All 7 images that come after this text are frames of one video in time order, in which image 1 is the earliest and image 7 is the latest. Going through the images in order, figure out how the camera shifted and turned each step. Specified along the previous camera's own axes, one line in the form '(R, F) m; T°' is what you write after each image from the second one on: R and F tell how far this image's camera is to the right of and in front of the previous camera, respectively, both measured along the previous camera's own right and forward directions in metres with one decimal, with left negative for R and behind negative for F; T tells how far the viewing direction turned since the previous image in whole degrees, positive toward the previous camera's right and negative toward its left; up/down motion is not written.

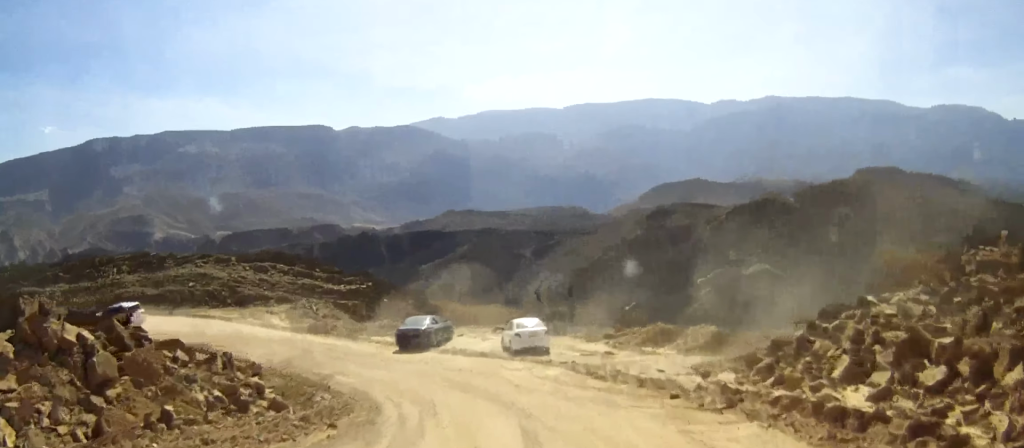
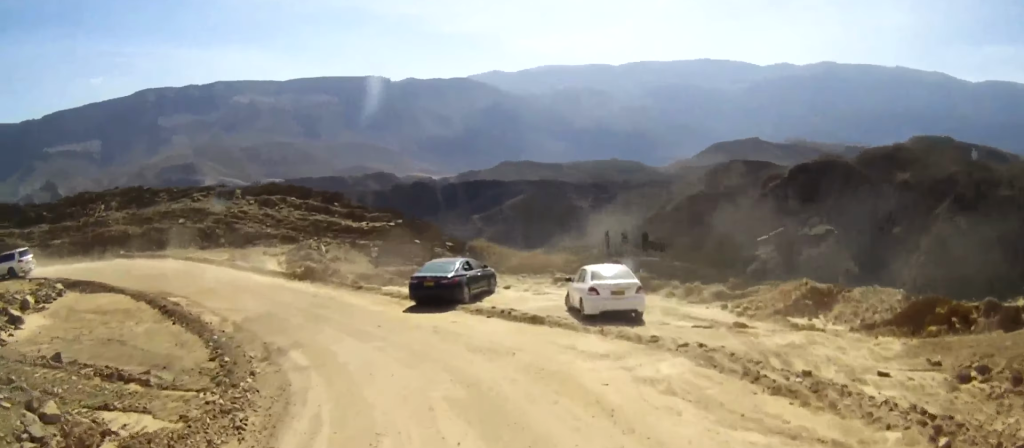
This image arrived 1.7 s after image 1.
(-0.1, +10.3) m; -5°
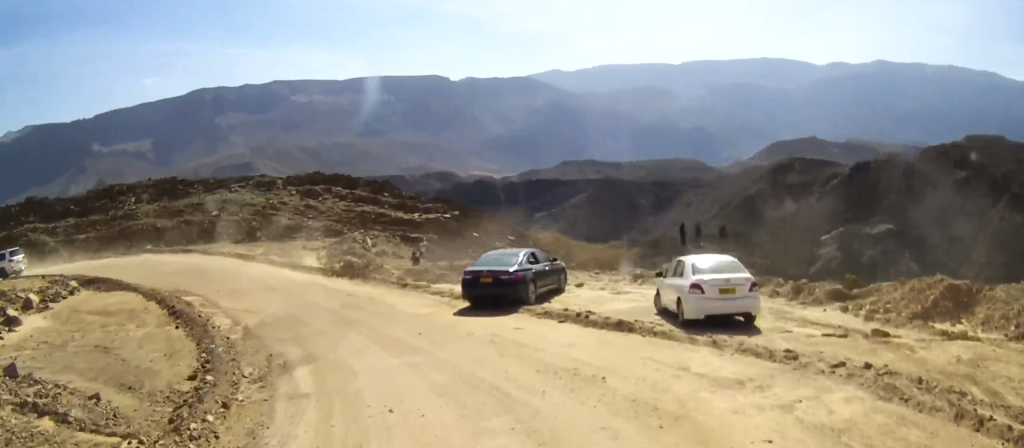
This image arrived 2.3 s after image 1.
(-0.2, +3.8) m; -4°
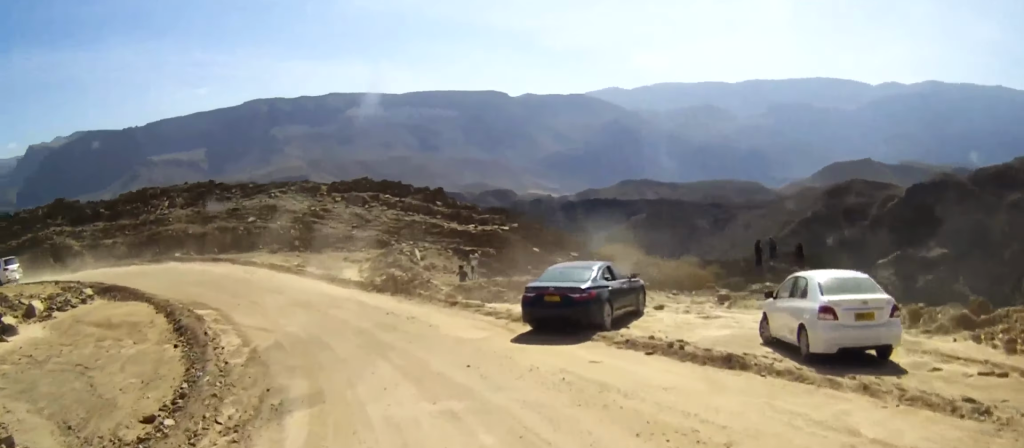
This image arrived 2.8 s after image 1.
(0.0, +3.4) m; -4°
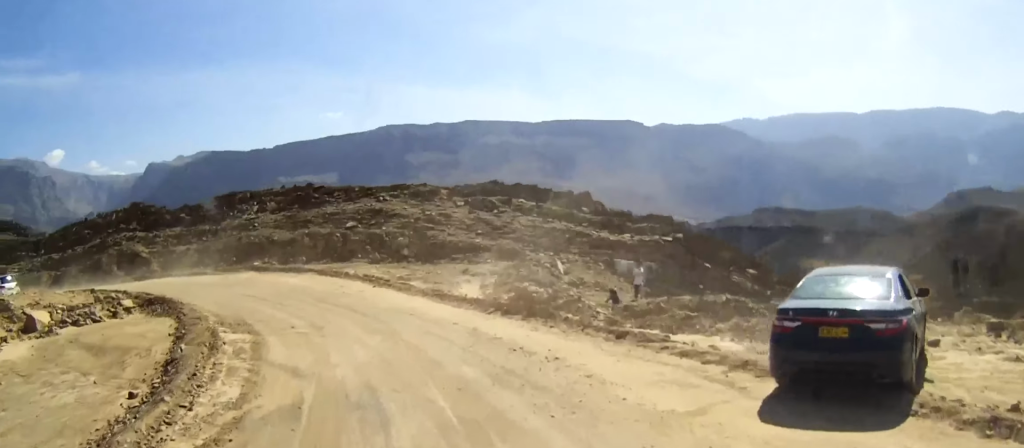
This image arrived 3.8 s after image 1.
(-0.5, +7.1) m; -10°
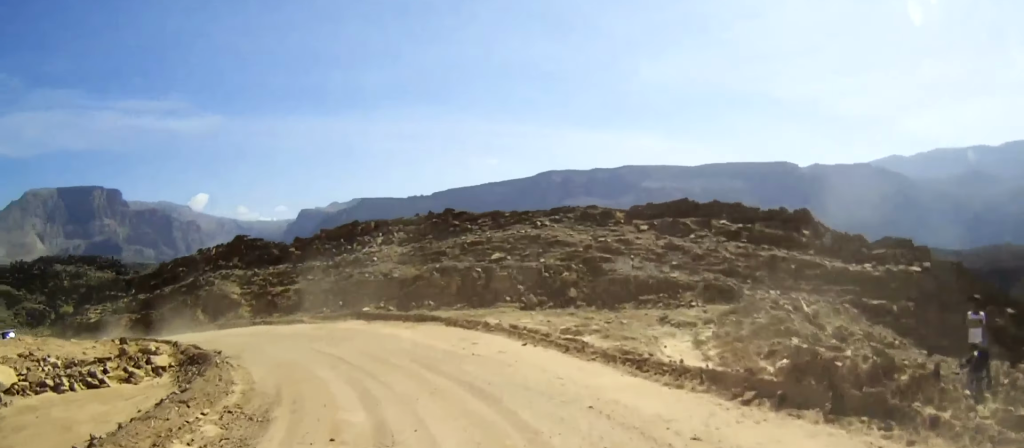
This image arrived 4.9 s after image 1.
(-0.8, +8.1) m; -12°
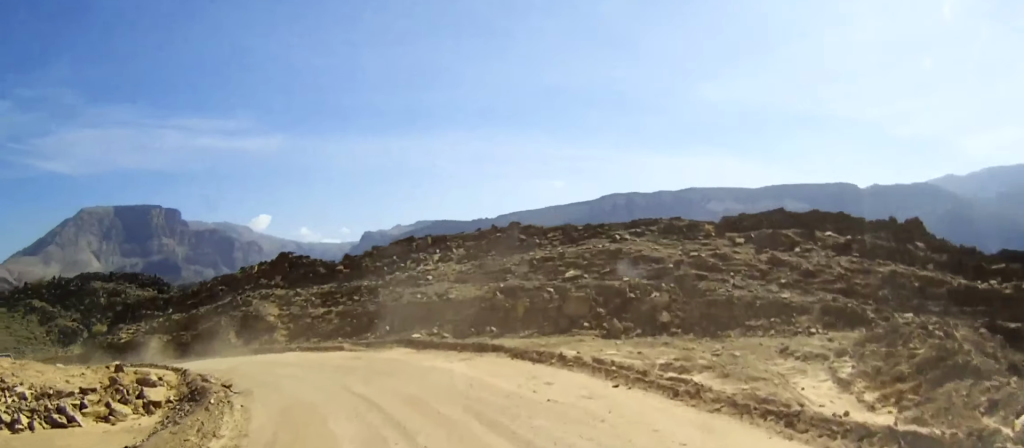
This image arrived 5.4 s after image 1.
(-0.3, +3.8) m; -5°
